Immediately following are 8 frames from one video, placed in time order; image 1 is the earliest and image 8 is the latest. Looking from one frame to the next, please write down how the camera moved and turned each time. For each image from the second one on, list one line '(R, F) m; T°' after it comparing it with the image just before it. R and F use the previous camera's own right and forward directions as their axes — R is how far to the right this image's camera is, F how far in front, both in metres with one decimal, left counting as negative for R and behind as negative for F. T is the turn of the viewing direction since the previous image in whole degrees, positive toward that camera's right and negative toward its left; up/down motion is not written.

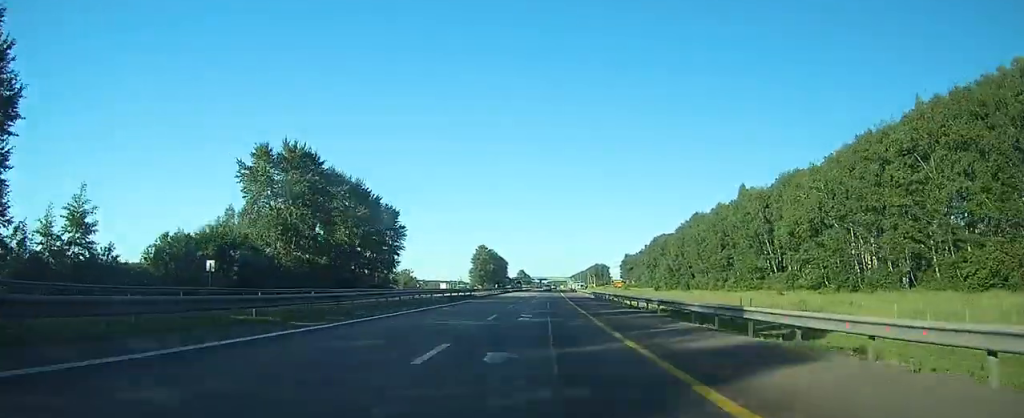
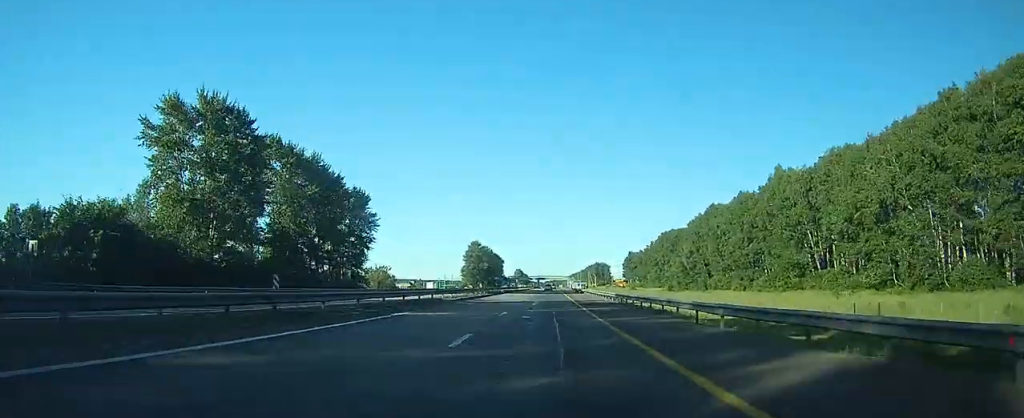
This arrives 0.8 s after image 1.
(0.0, +22.0) m; 0°
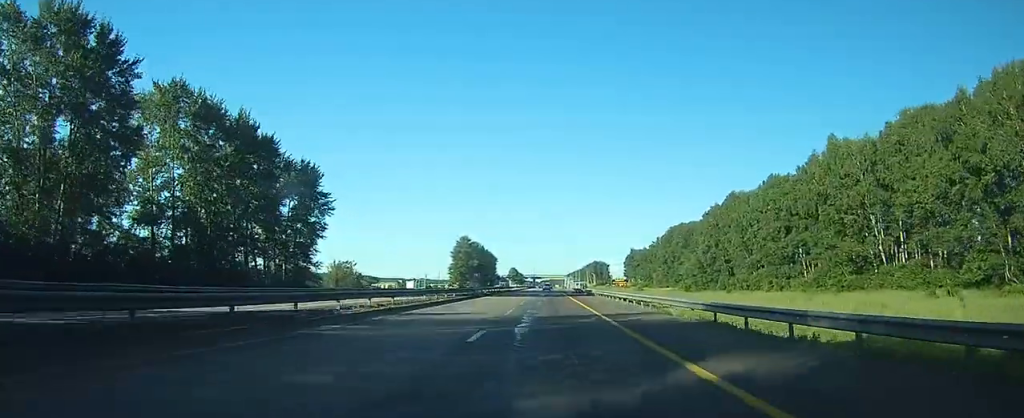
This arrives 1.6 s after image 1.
(+0.1, +23.7) m; +1°
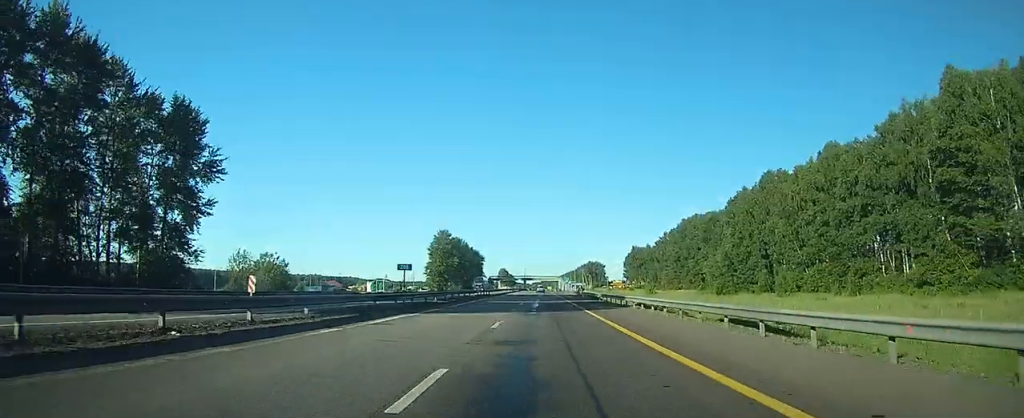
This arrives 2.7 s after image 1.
(+0.3, +31.7) m; +1°
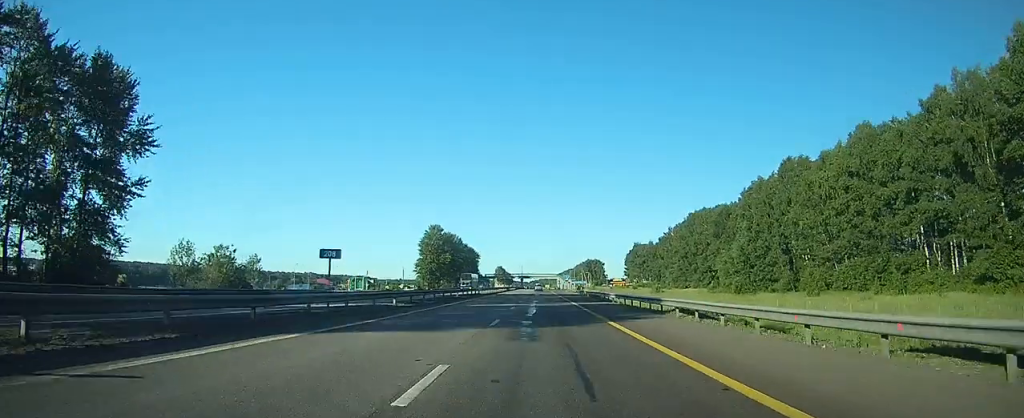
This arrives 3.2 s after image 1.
(0.0, +12.0) m; 0°
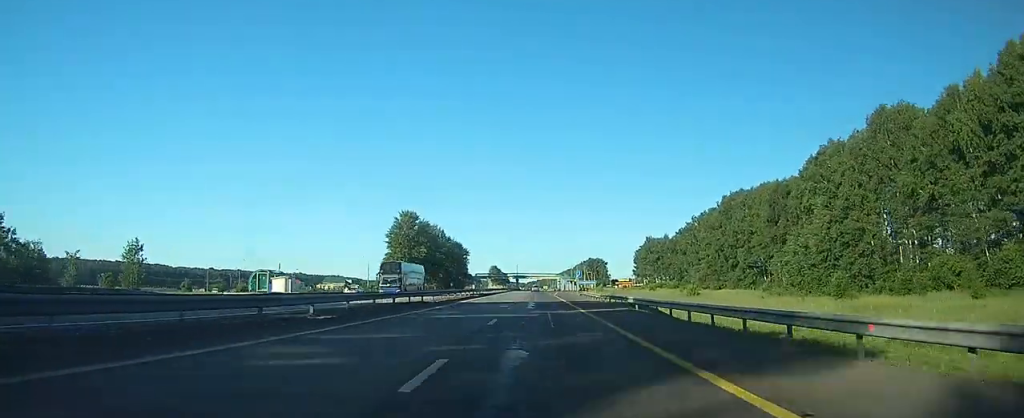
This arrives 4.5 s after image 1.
(+0.1, +35.7) m; 0°
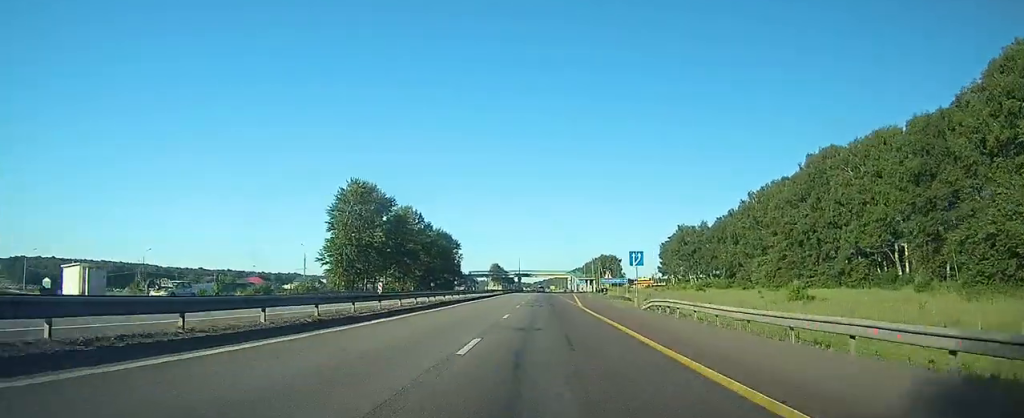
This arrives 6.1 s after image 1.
(+0.1, +44.6) m; 0°
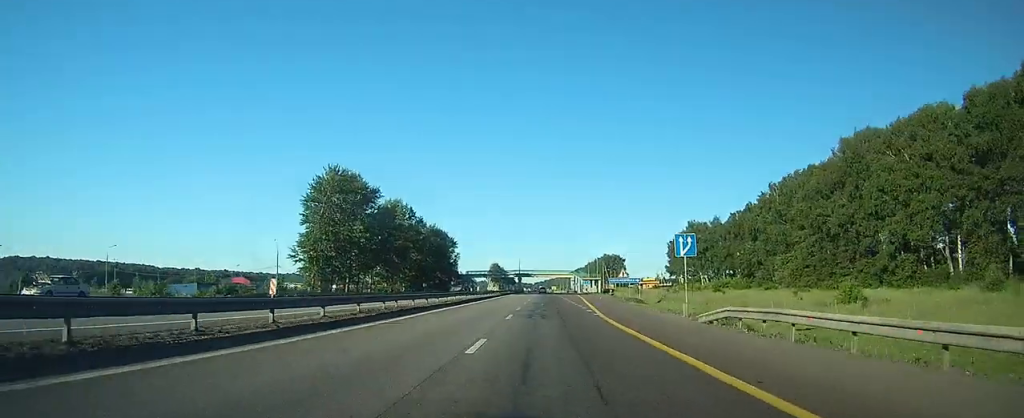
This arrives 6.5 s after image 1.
(0.0, +11.8) m; 0°
